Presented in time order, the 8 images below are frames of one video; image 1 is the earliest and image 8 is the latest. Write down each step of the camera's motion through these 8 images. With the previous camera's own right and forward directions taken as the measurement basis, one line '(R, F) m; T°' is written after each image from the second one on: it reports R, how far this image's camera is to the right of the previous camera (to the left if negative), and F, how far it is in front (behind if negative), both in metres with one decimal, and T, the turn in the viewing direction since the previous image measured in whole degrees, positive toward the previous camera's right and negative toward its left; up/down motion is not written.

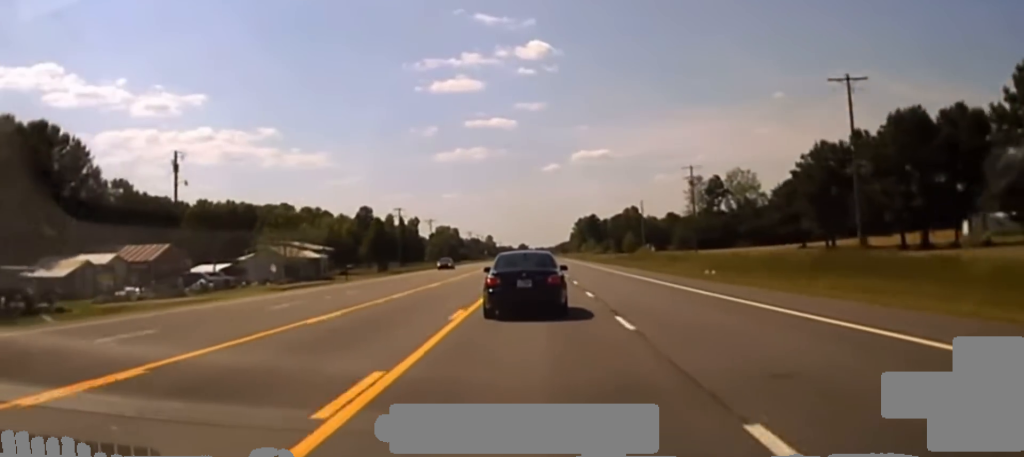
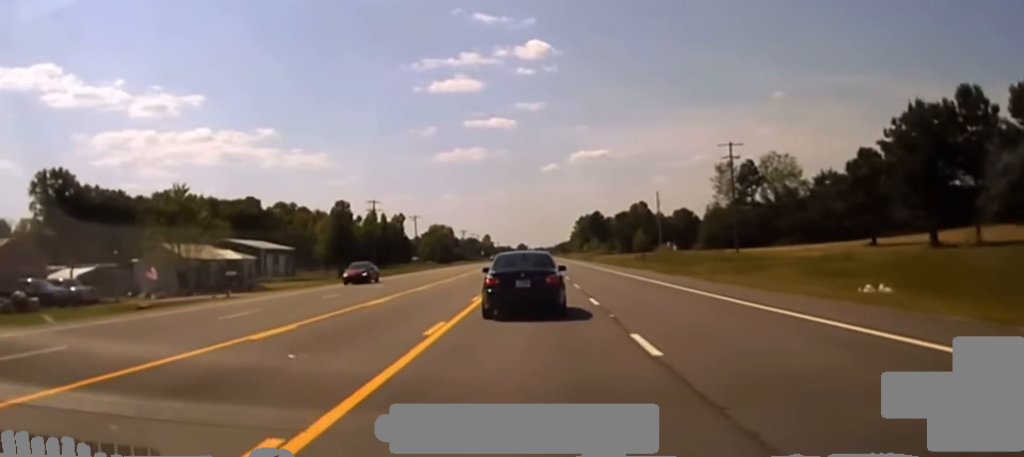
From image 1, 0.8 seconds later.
(0.0, +25.5) m; 0°
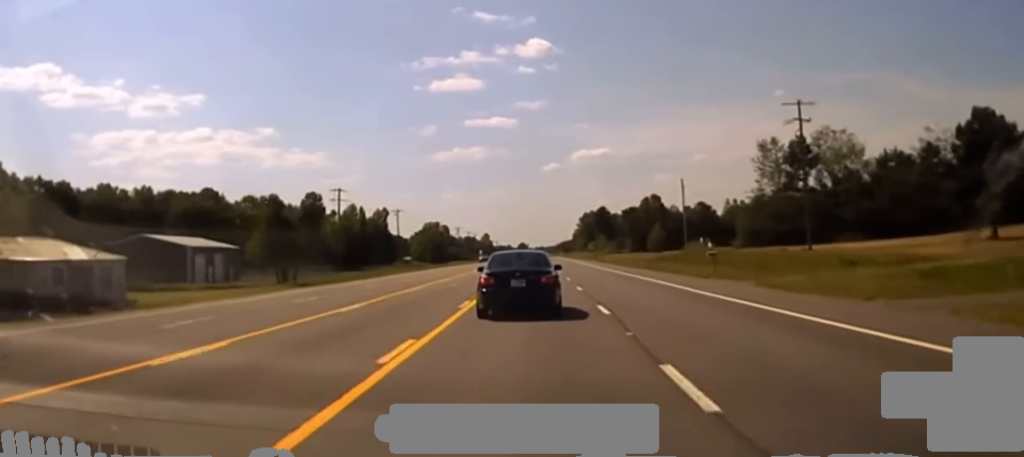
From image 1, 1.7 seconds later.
(+0.1, +24.4) m; 0°
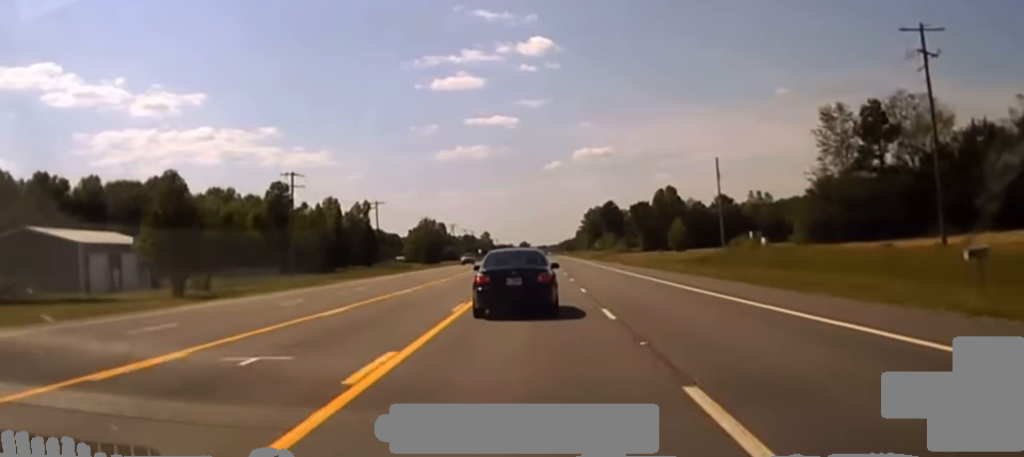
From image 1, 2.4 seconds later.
(0.0, +22.6) m; 0°
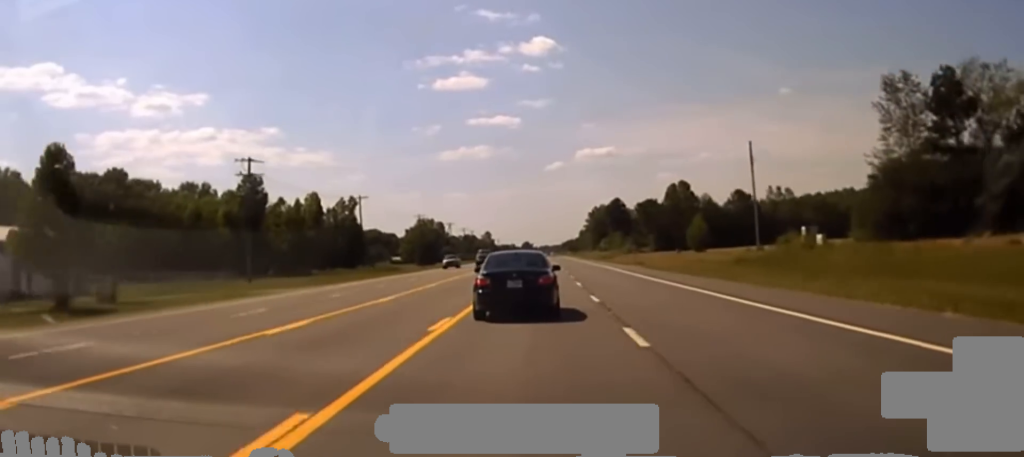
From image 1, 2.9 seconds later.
(-0.1, +16.5) m; 0°
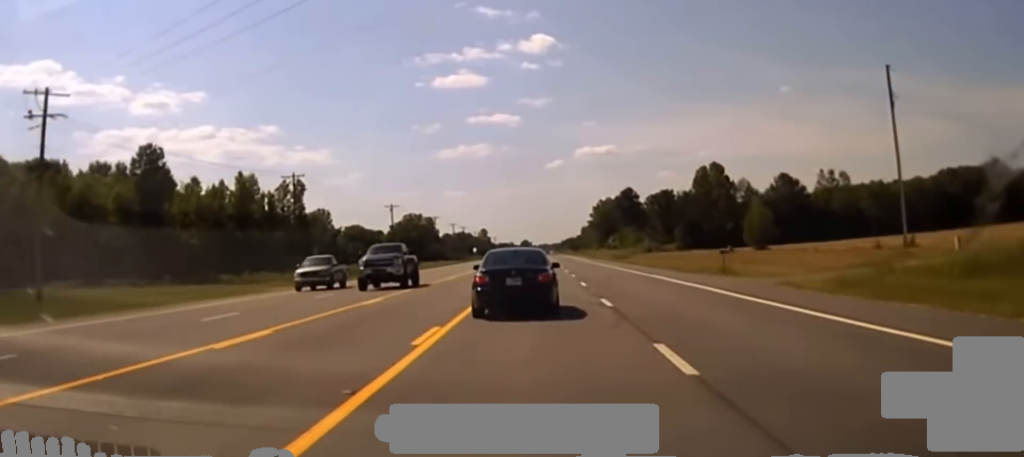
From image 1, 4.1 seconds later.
(-0.1, +40.5) m; 0°
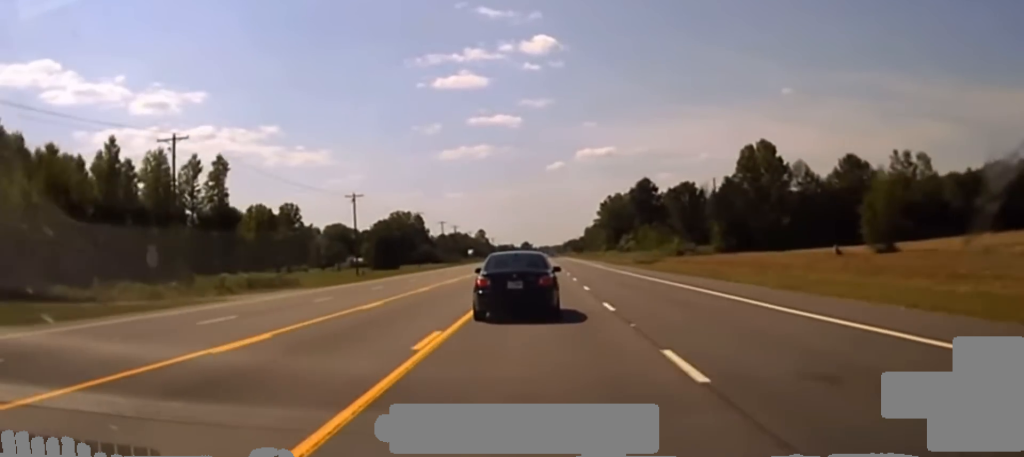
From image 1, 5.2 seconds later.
(+0.2, +42.2) m; 0°
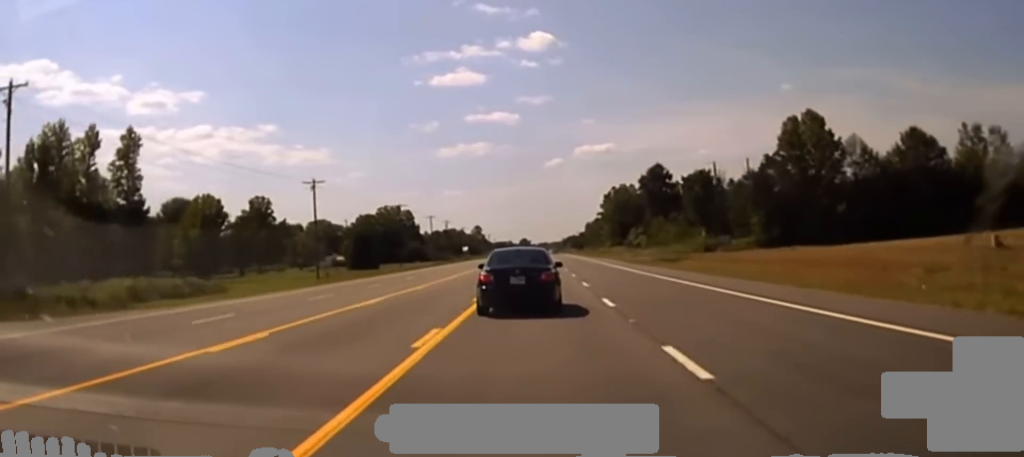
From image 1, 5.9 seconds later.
(-0.1, +27.3) m; 0°
